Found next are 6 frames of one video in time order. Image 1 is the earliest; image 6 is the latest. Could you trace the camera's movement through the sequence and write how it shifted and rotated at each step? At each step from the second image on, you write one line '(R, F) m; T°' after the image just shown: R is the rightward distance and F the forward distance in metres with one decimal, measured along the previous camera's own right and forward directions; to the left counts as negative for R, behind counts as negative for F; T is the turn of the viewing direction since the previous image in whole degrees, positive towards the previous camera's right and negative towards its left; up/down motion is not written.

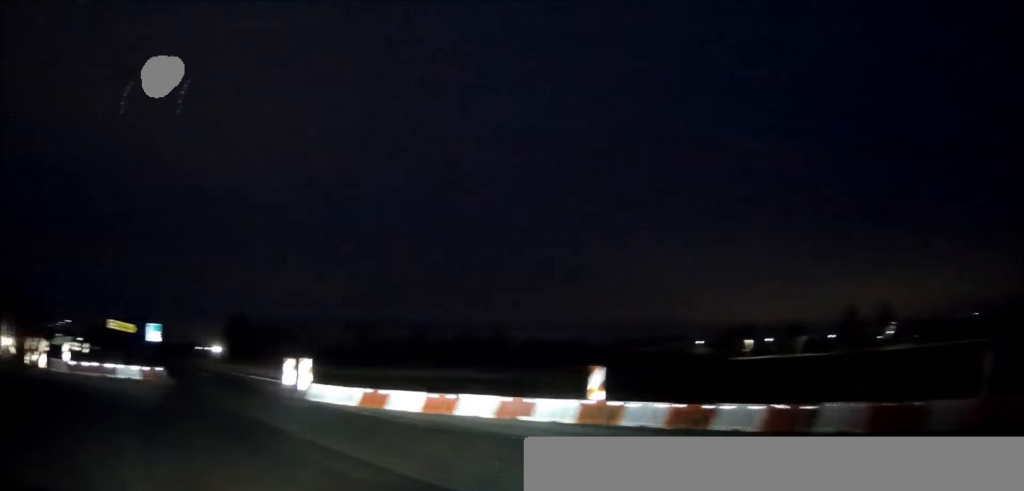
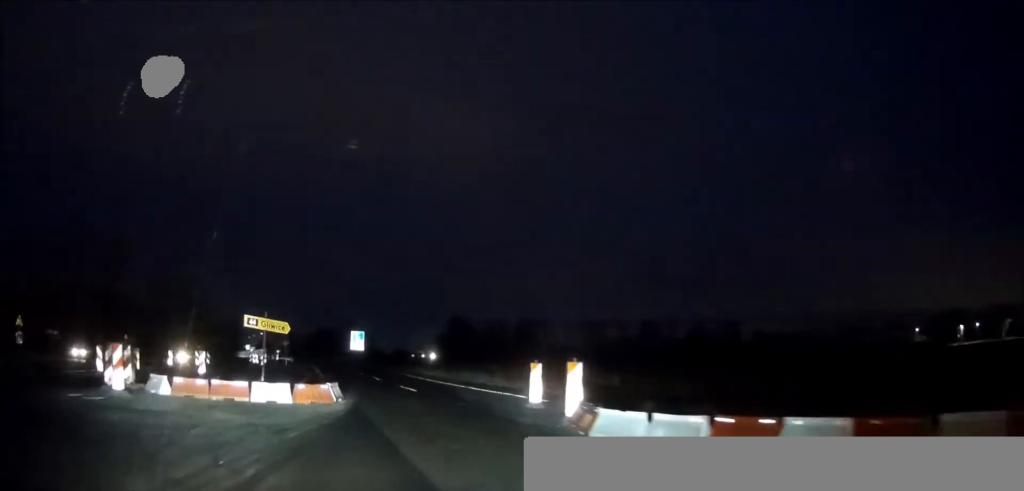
(-4.6, +8.5) m; -31°
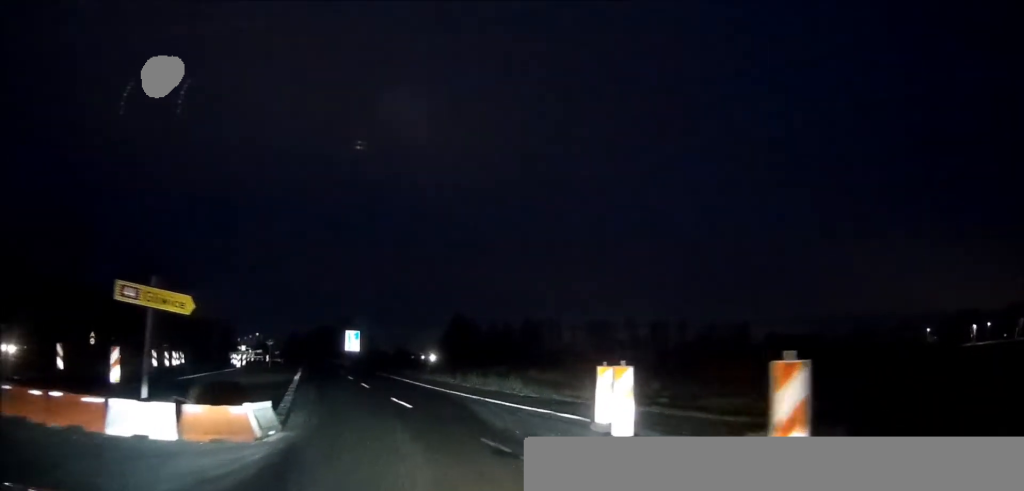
(0.0, +8.5) m; -2°
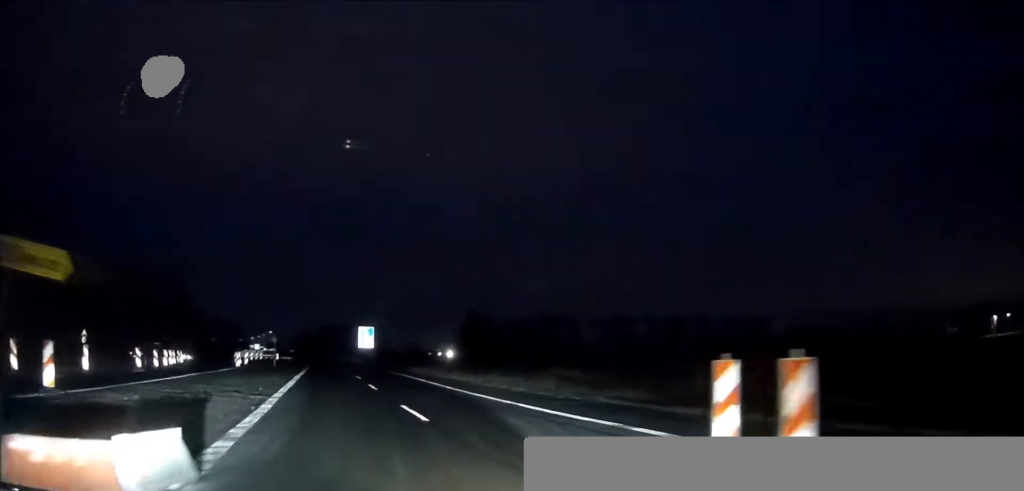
(0.0, +4.7) m; -2°
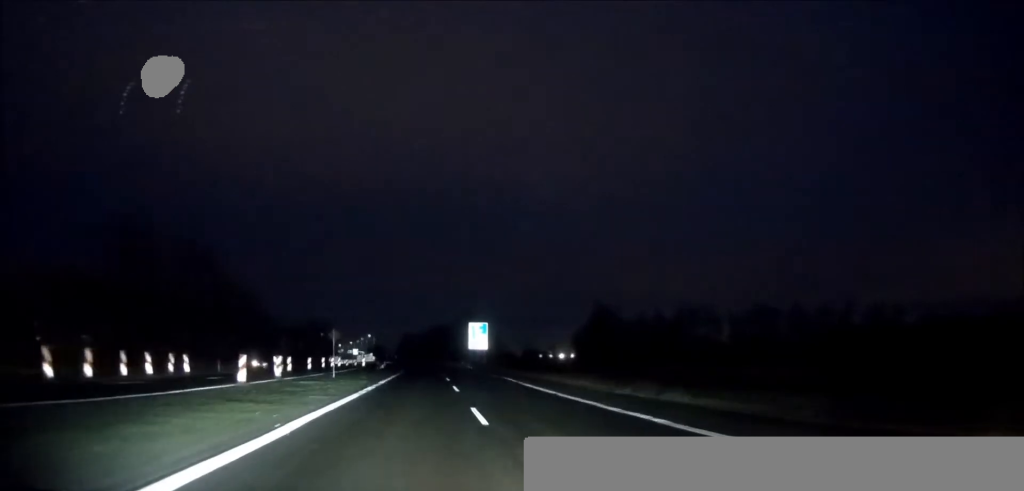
(-1.9, +22.2) m; -8°
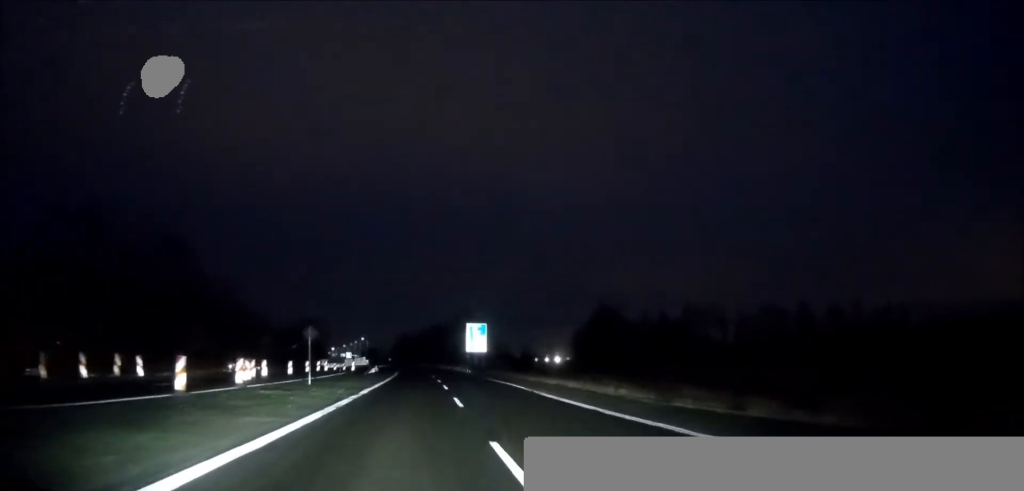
(-0.1, +5.9) m; -1°
